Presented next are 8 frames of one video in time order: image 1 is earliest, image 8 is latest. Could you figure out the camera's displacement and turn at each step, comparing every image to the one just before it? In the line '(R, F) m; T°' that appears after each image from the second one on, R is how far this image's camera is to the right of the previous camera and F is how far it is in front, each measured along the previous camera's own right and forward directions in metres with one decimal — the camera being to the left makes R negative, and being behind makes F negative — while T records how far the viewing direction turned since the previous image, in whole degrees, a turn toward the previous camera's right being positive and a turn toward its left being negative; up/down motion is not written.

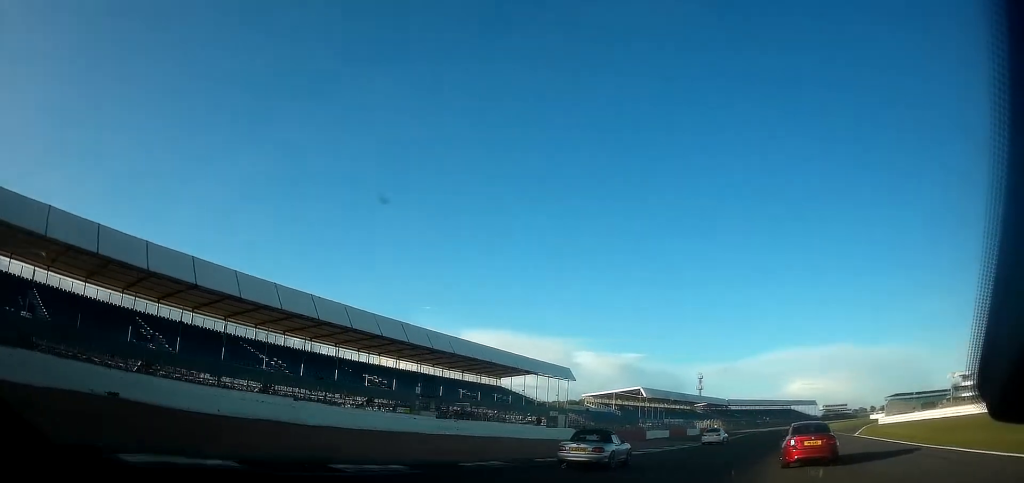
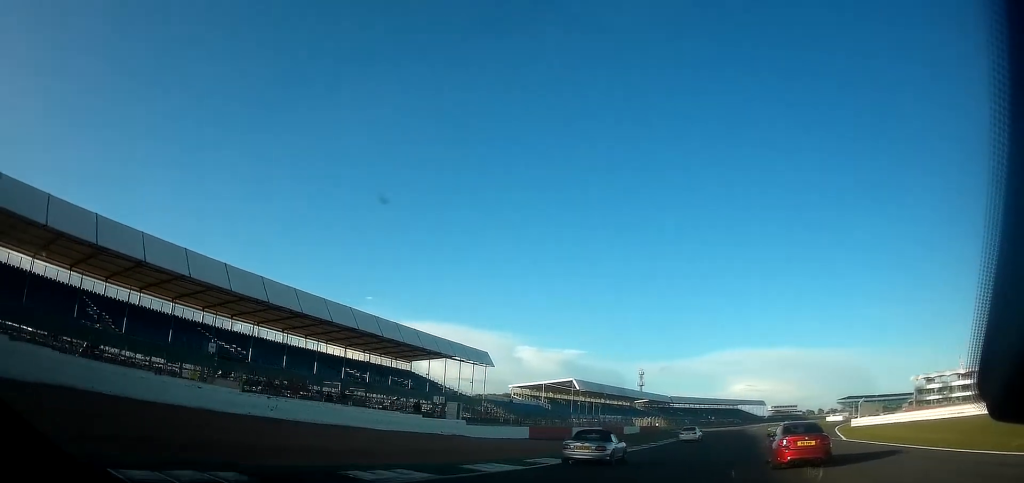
(+0.4, +18.2) m; +2°
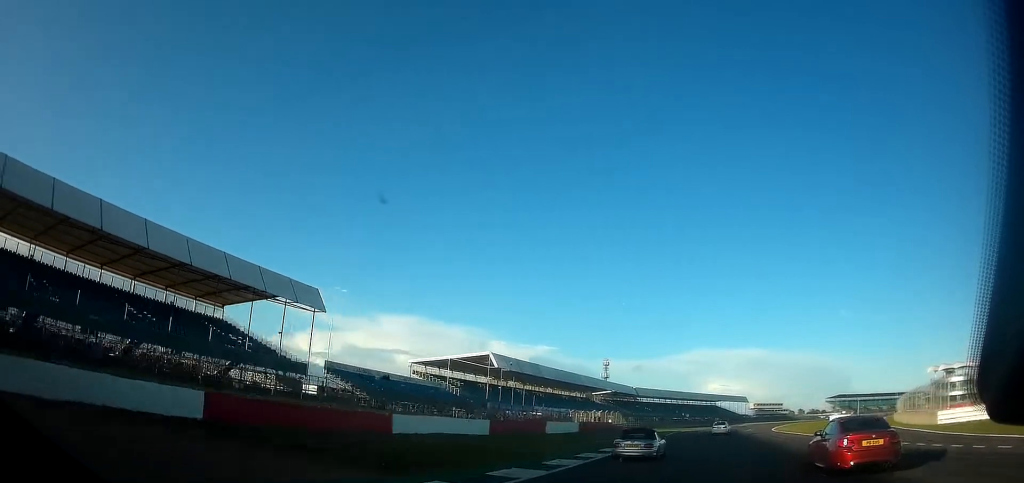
(+1.0, +46.1) m; +3°
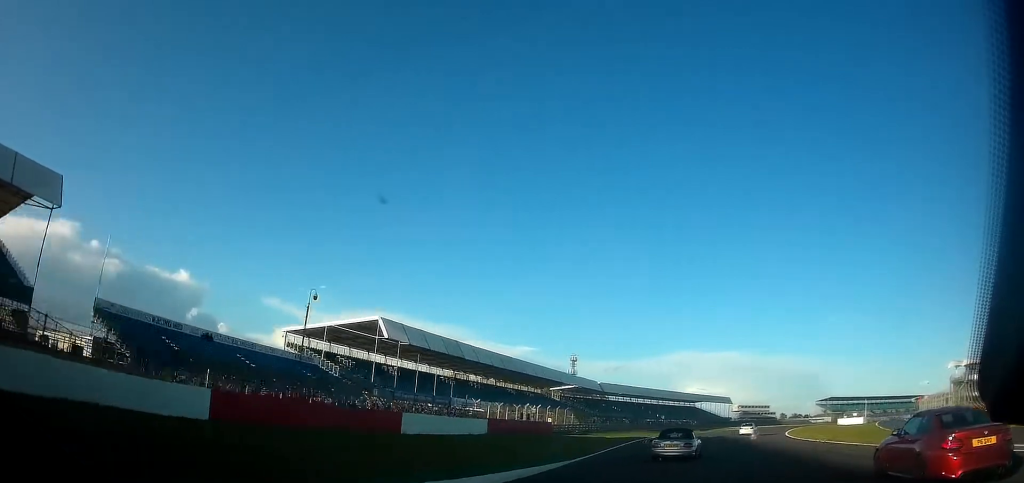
(+0.5, +32.1) m; +4°
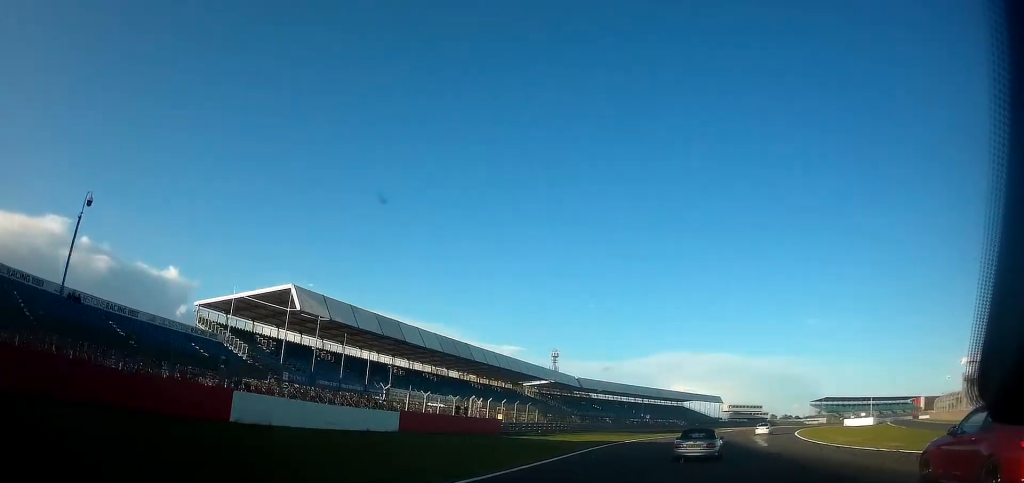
(+0.5, +15.8) m; +3°
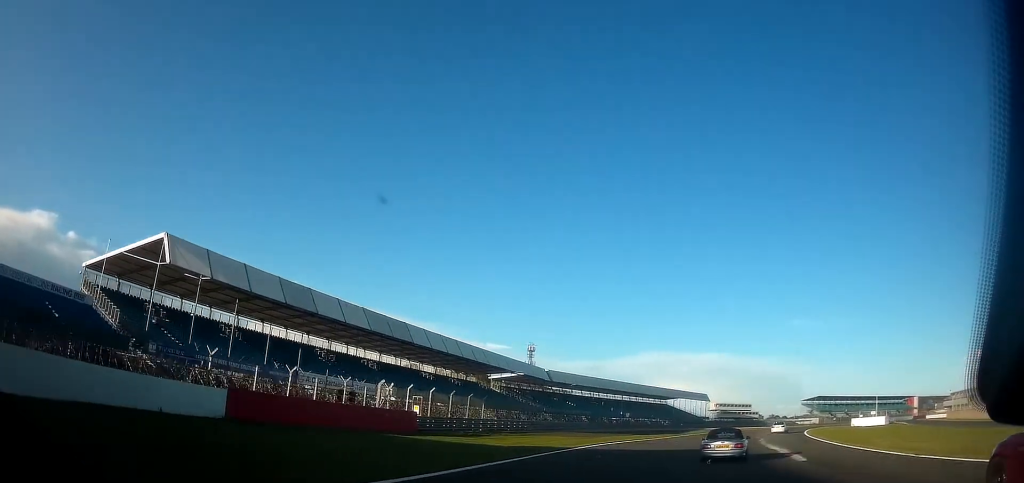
(-0.4, +15.8) m; +3°
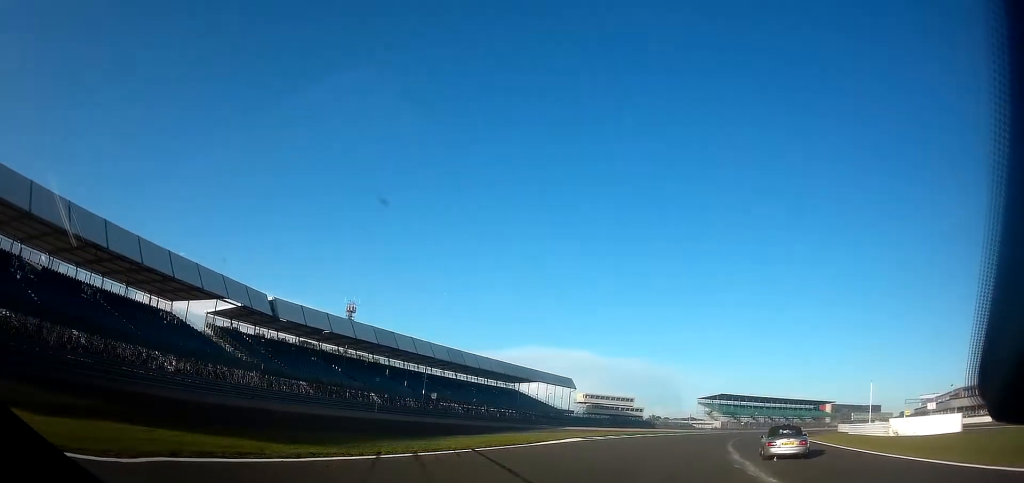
(+8.7, +59.7) m; +15°
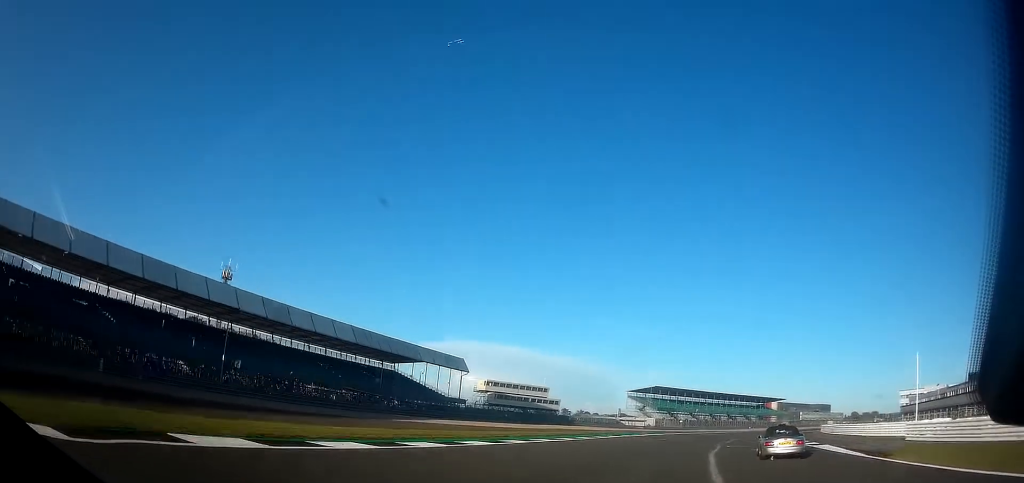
(+2.2, +31.8) m; +7°
